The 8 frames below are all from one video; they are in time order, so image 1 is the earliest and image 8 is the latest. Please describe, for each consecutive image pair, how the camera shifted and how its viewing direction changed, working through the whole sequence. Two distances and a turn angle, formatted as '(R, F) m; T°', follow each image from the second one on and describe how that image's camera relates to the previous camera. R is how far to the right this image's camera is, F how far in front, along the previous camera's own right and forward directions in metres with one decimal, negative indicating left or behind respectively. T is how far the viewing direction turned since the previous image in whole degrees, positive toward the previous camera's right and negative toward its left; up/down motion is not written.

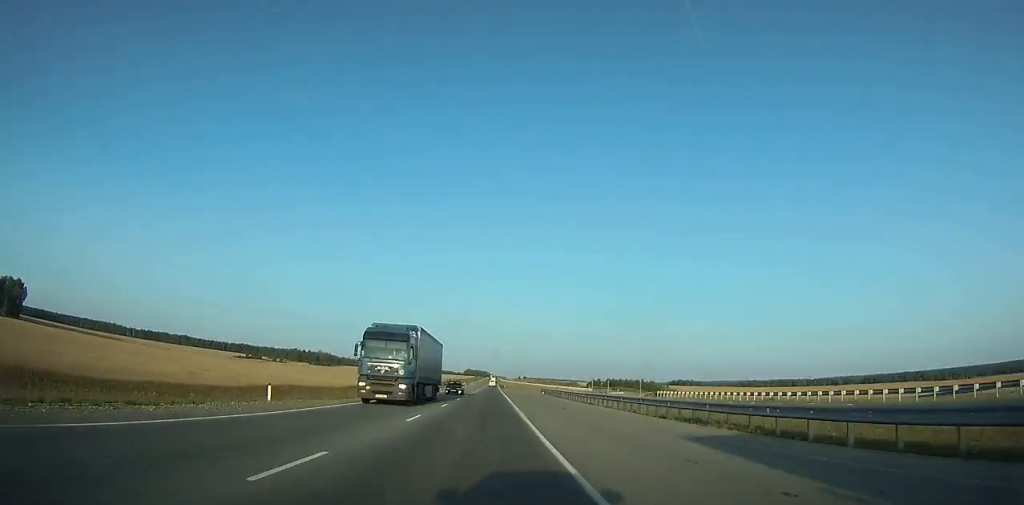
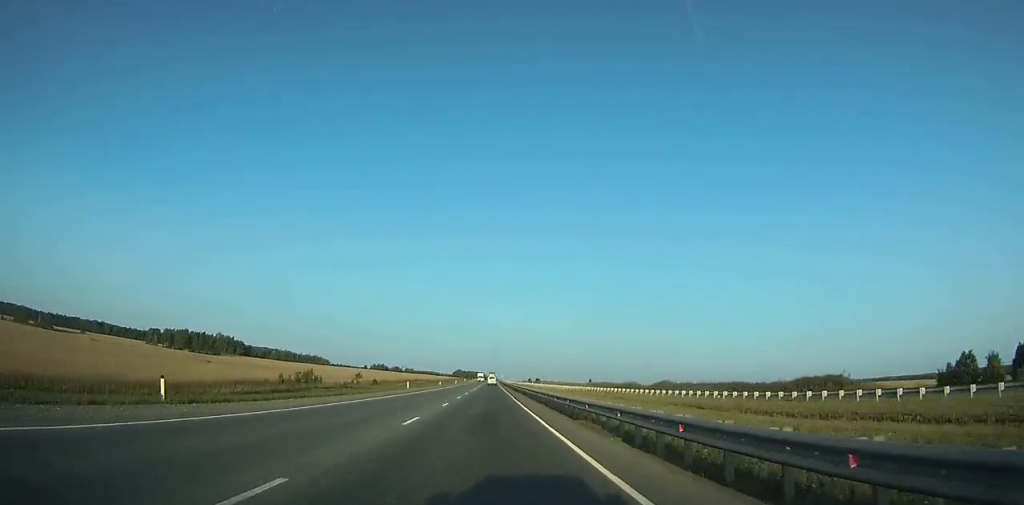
(+0.8, +285.3) m; +1°
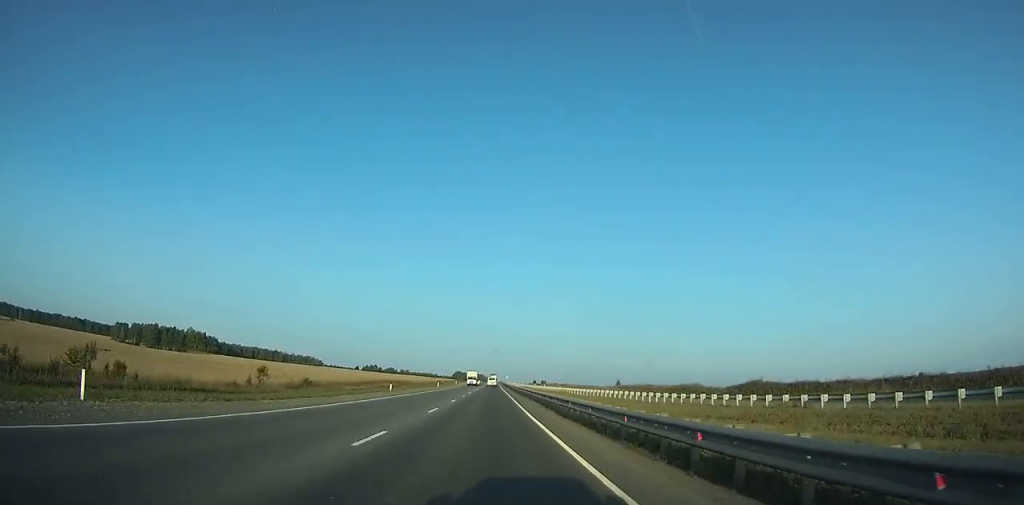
(+0.3, +55.0) m; 0°
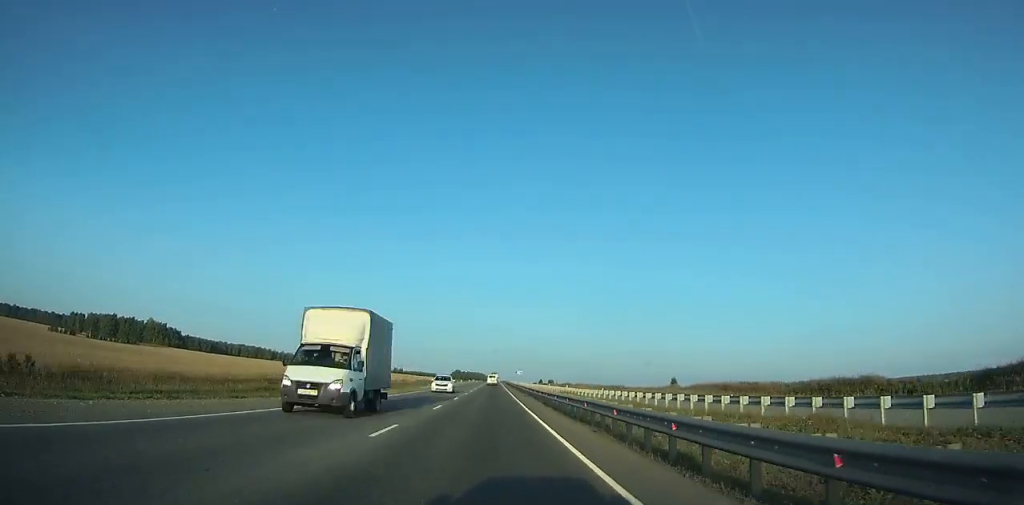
(+0.2, +59.4) m; 0°
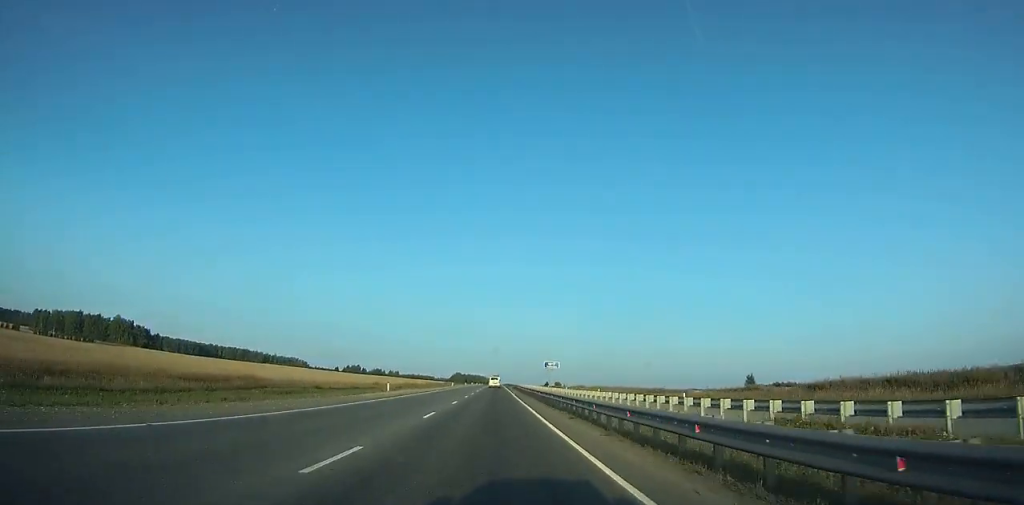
(+0.2, +42.7) m; 0°
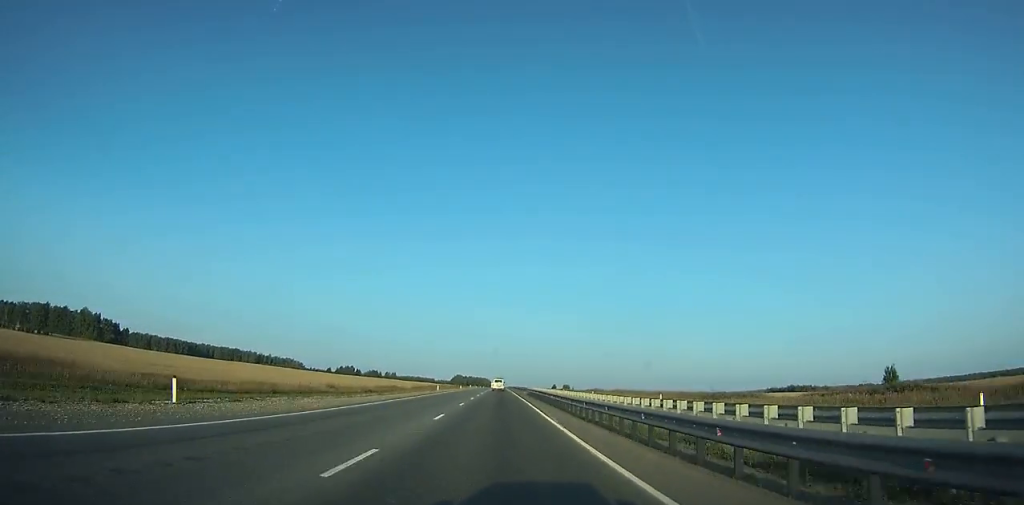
(-0.3, +36.0) m; 0°
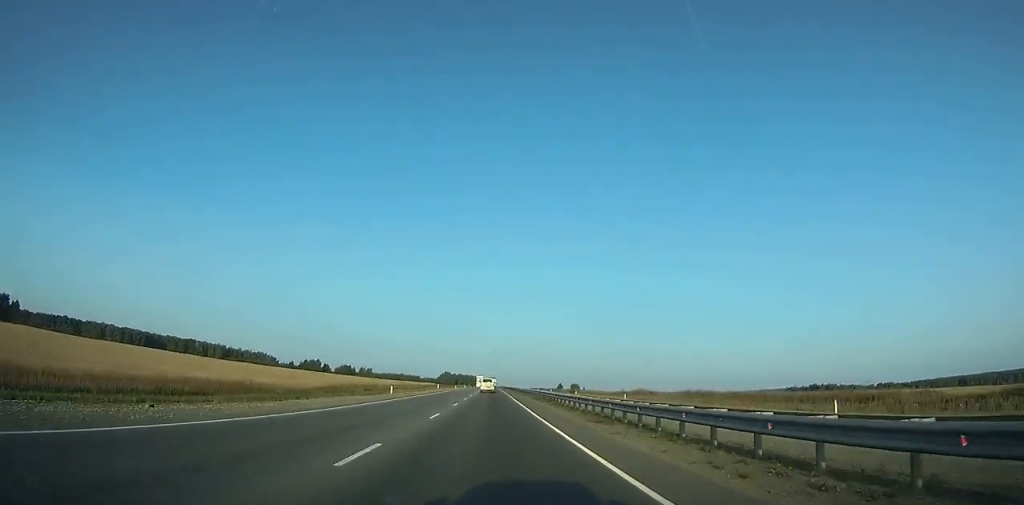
(-0.2, +83.0) m; 0°
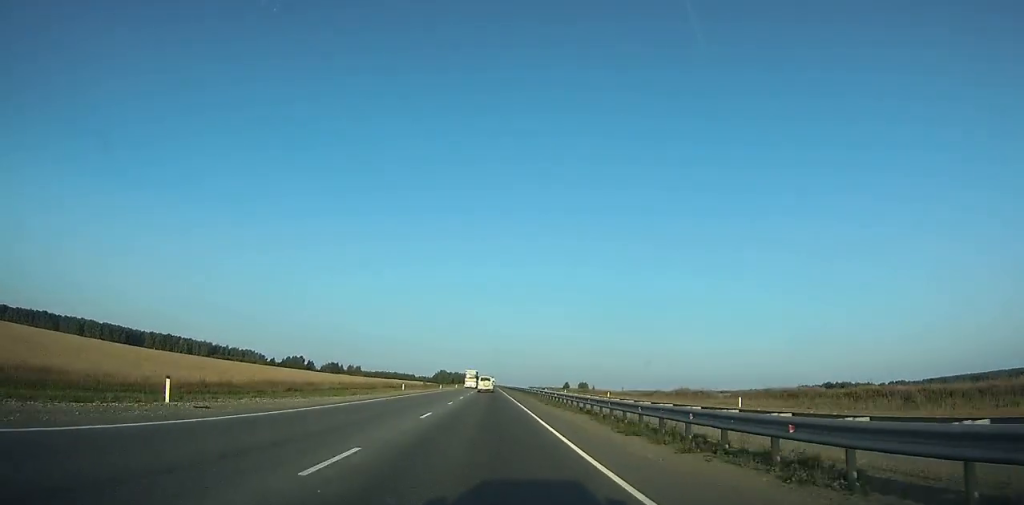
(0.0, +36.7) m; 0°
